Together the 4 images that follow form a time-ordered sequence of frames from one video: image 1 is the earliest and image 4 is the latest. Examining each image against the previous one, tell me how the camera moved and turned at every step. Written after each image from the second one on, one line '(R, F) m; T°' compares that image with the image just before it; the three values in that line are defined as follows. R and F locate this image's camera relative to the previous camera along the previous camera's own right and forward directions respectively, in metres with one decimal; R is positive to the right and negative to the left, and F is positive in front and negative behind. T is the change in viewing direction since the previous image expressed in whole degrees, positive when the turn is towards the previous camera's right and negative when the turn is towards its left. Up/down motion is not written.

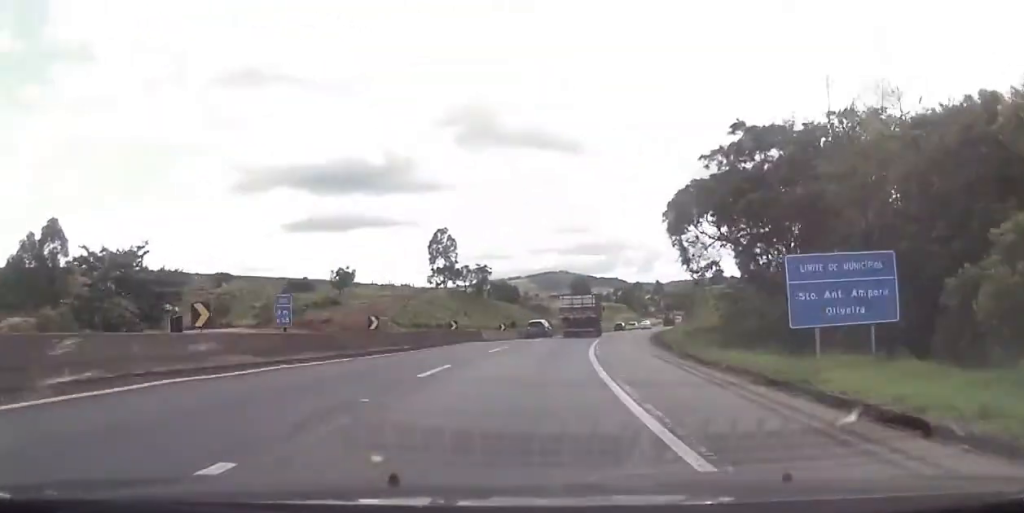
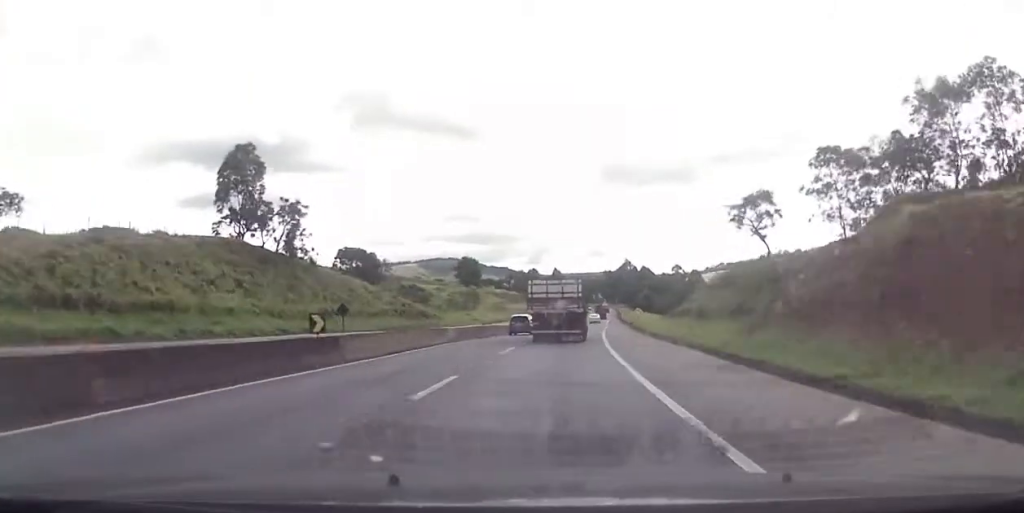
(+6.1, +56.1) m; +11°
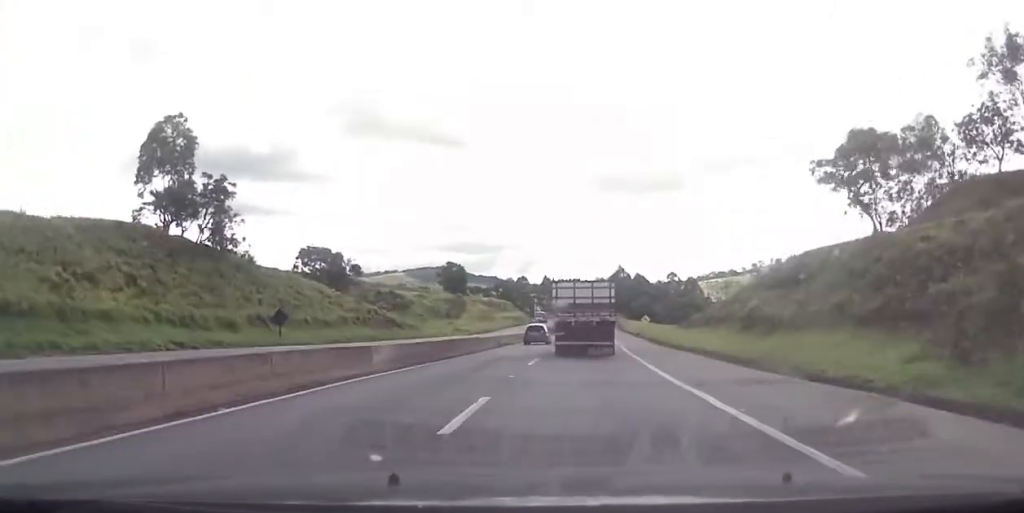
(+0.2, +16.0) m; +2°
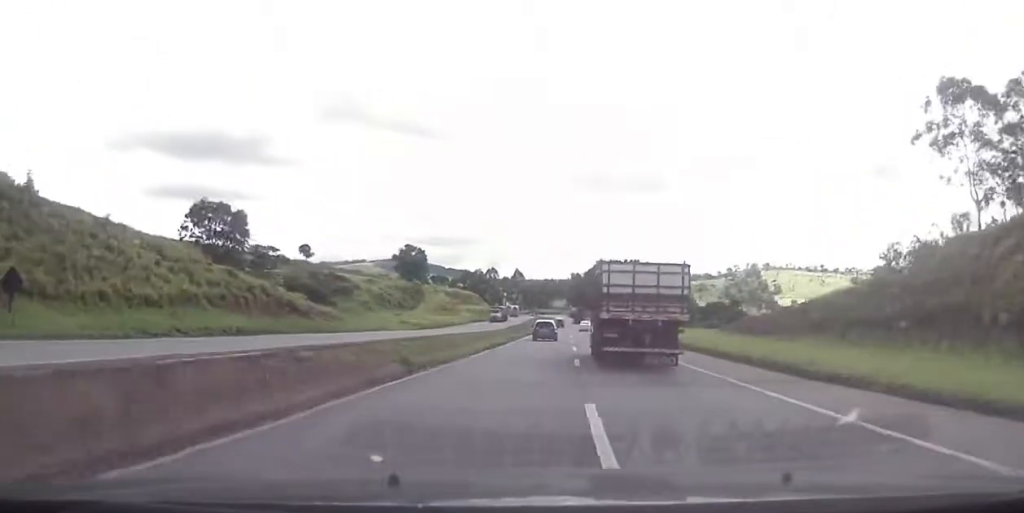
(+0.8, +29.2) m; +2°
